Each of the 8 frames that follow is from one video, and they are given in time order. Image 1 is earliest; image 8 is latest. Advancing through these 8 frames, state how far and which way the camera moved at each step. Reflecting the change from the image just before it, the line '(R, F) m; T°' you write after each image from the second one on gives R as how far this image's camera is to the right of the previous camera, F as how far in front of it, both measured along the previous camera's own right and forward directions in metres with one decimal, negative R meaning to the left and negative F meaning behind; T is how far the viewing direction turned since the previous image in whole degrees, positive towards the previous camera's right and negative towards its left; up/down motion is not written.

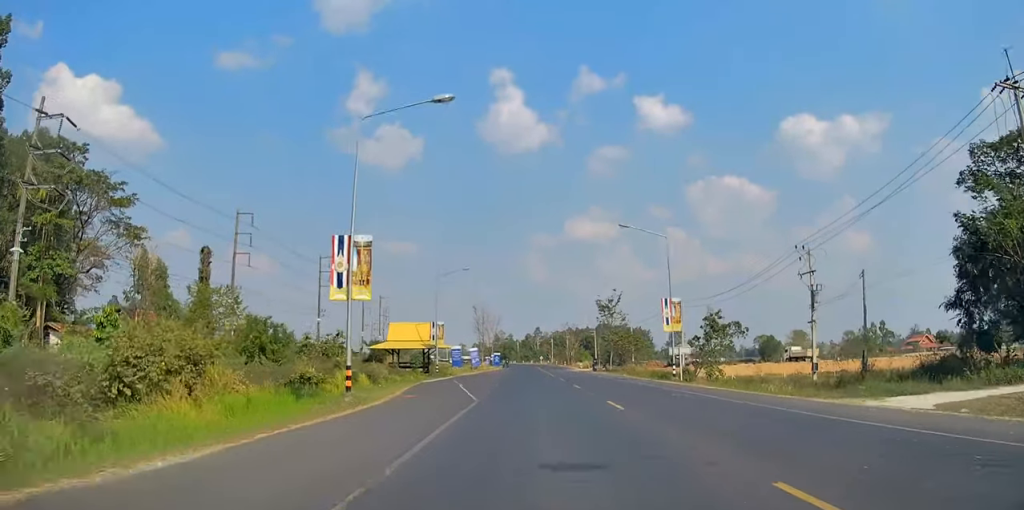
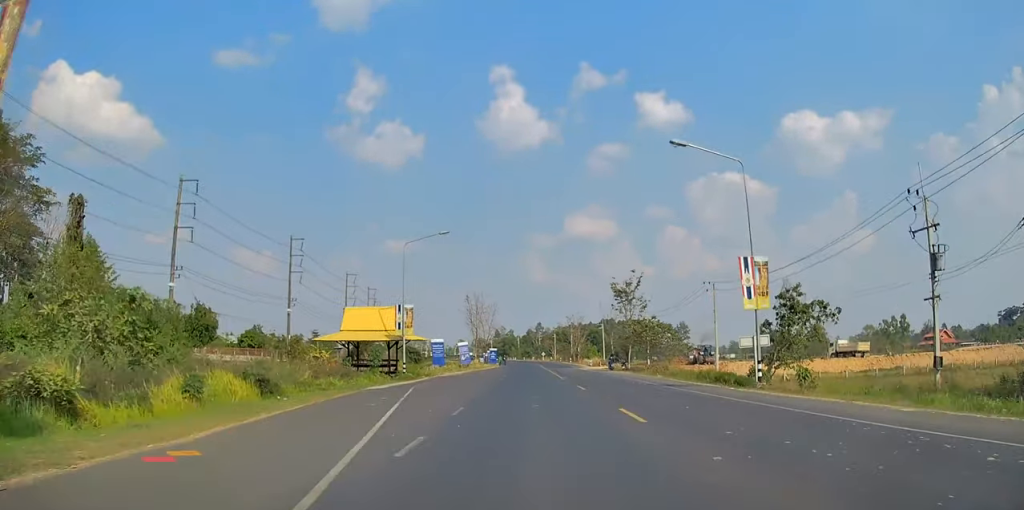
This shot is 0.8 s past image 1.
(-0.1, +14.8) m; 0°
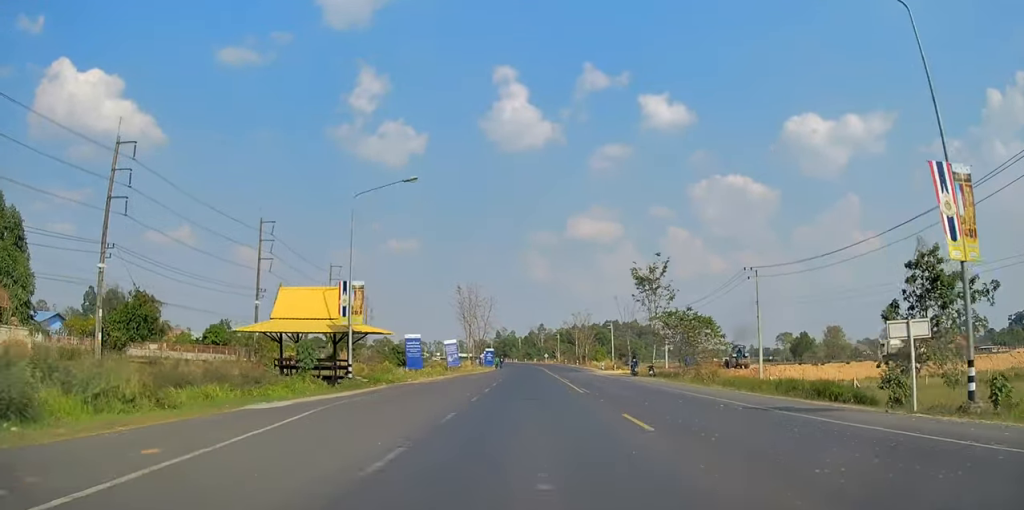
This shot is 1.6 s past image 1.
(+0.1, +13.5) m; +1°
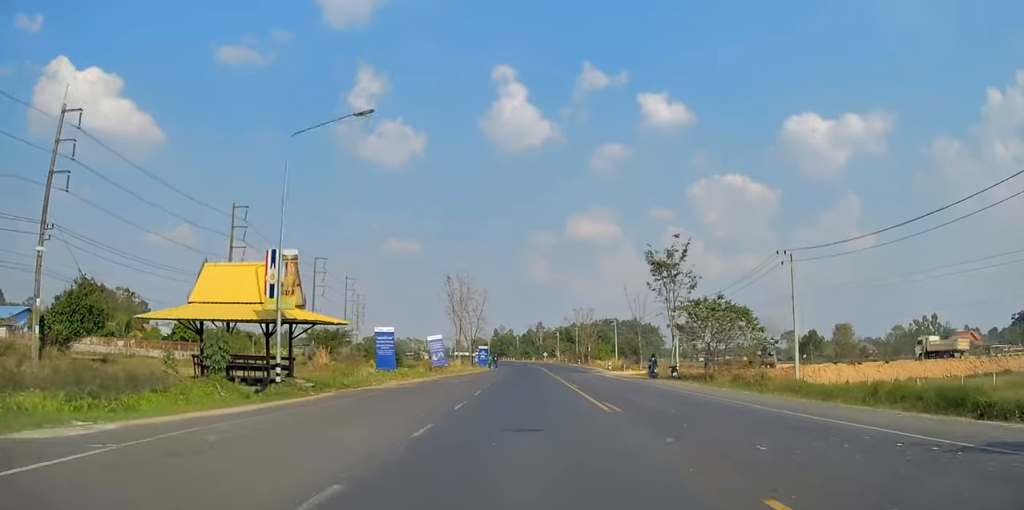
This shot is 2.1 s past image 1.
(+0.1, +8.0) m; 0°
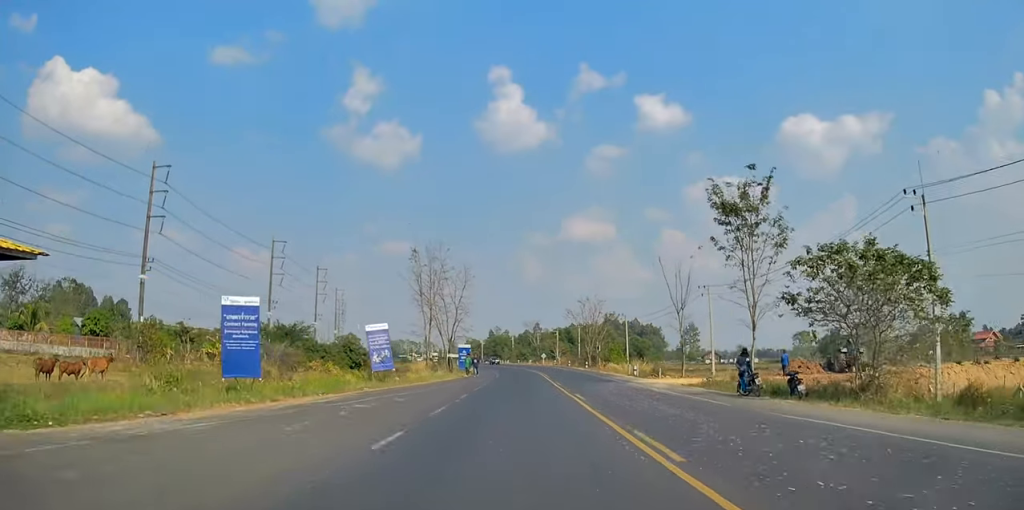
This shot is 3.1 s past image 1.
(+0.1, +18.0) m; -1°
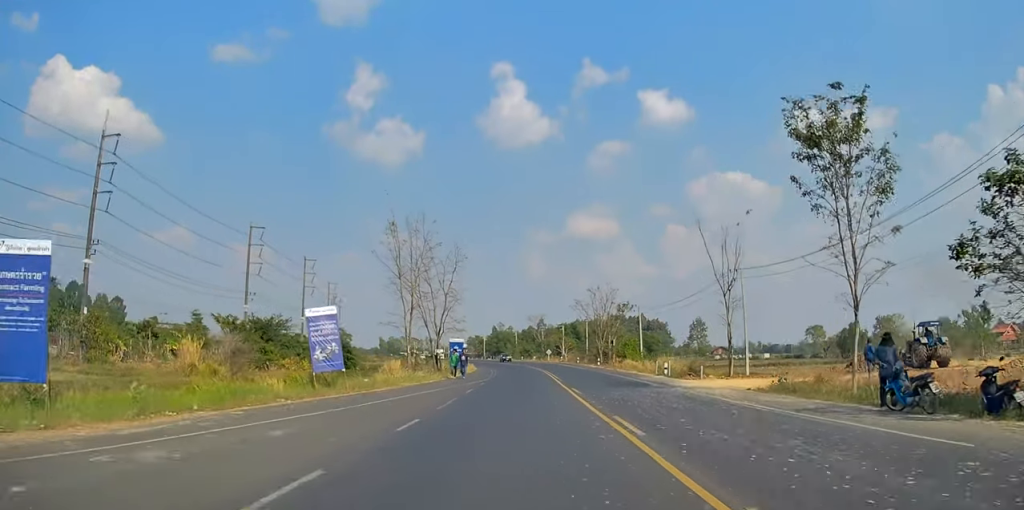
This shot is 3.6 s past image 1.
(-0.2, +10.0) m; -1°
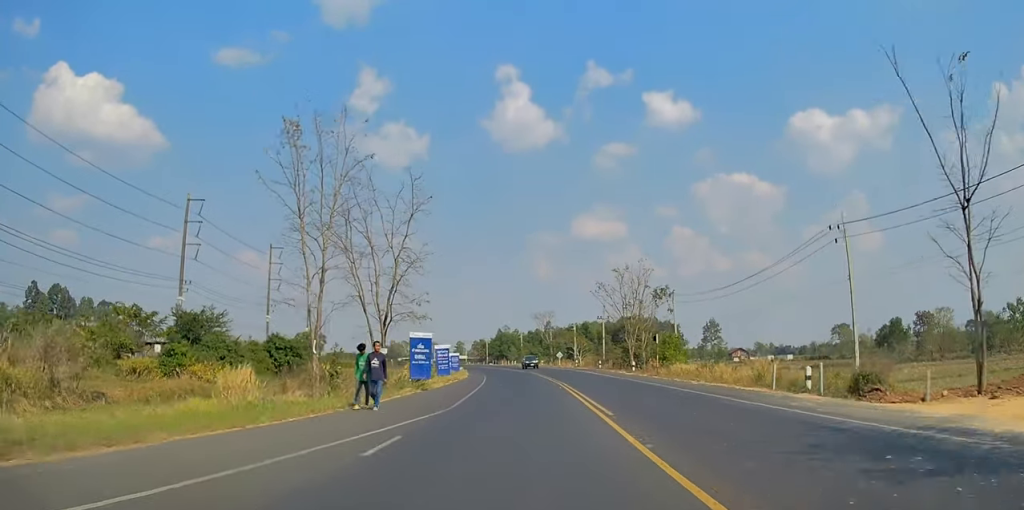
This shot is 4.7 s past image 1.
(-0.1, +19.7) m; 0°
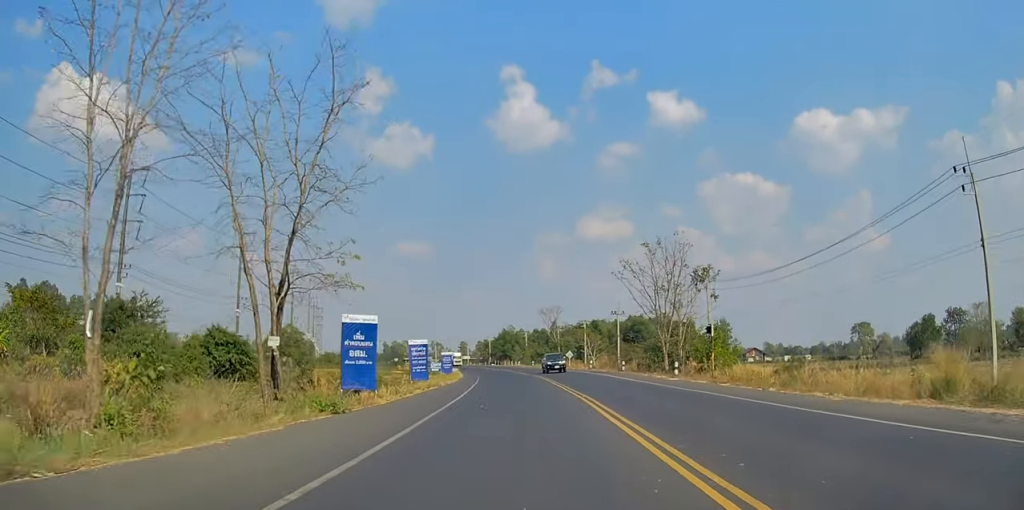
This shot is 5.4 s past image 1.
(+0.1, +13.4) m; -1°
